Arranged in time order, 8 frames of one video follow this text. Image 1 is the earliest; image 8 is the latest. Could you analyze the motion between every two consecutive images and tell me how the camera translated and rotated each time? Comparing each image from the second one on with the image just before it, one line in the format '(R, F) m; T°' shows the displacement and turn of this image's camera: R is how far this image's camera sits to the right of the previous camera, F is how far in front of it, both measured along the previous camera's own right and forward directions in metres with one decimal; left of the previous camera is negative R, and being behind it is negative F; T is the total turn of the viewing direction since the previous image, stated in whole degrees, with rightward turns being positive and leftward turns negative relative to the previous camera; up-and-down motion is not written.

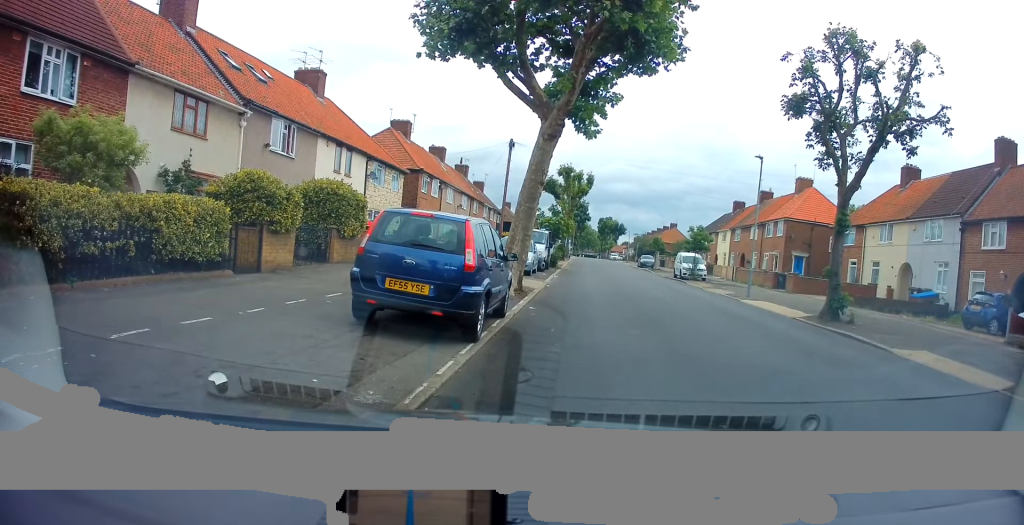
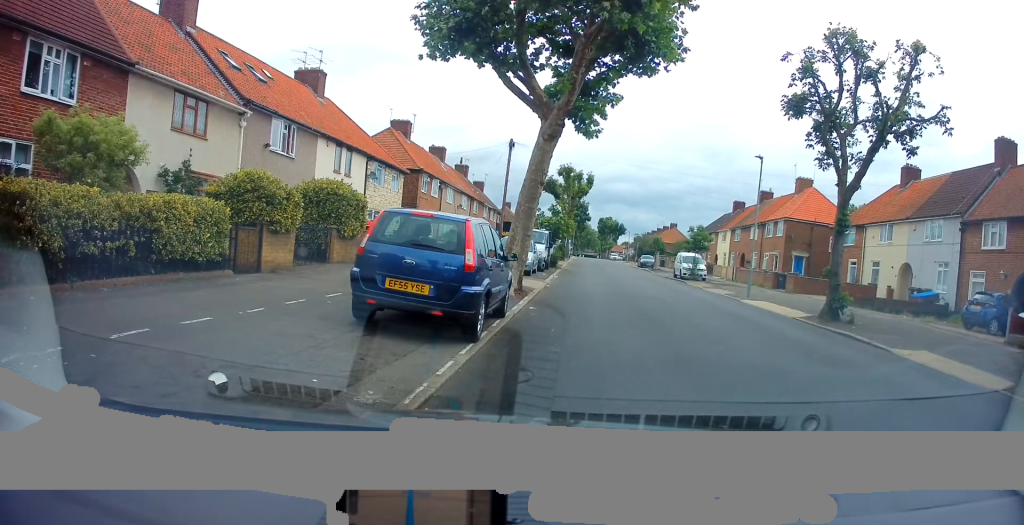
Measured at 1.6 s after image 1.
(0.0, 0.0) m; 0°
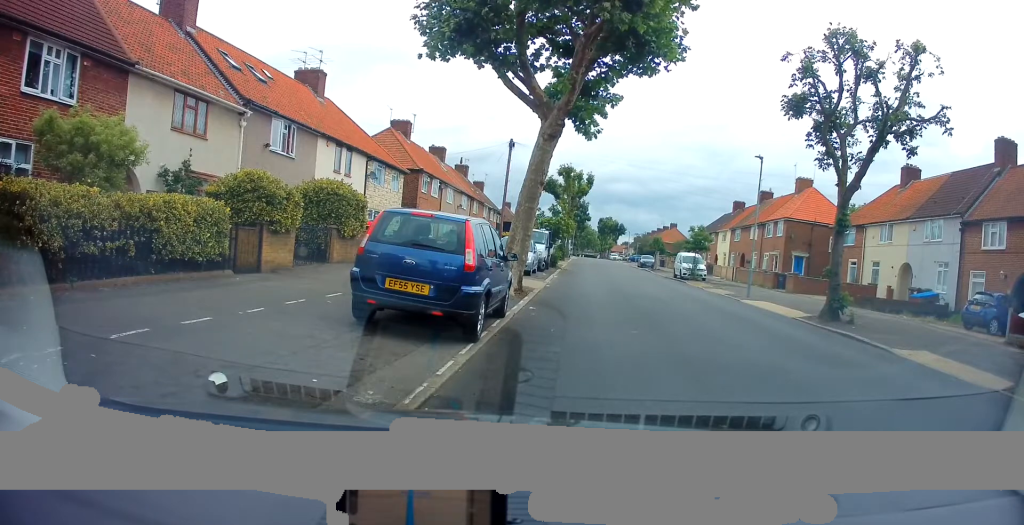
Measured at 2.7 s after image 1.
(0.0, 0.0) m; 0°
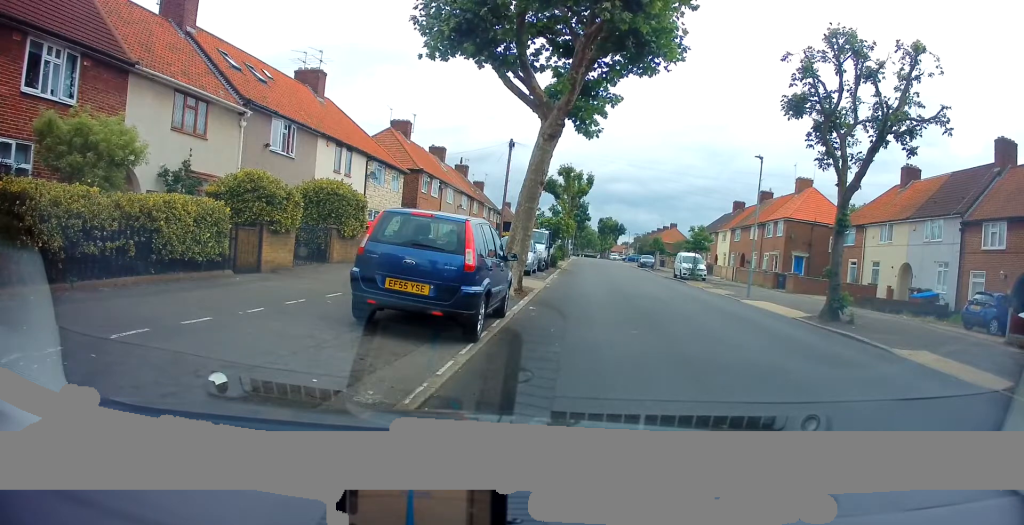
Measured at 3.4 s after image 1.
(0.0, 0.0) m; 0°
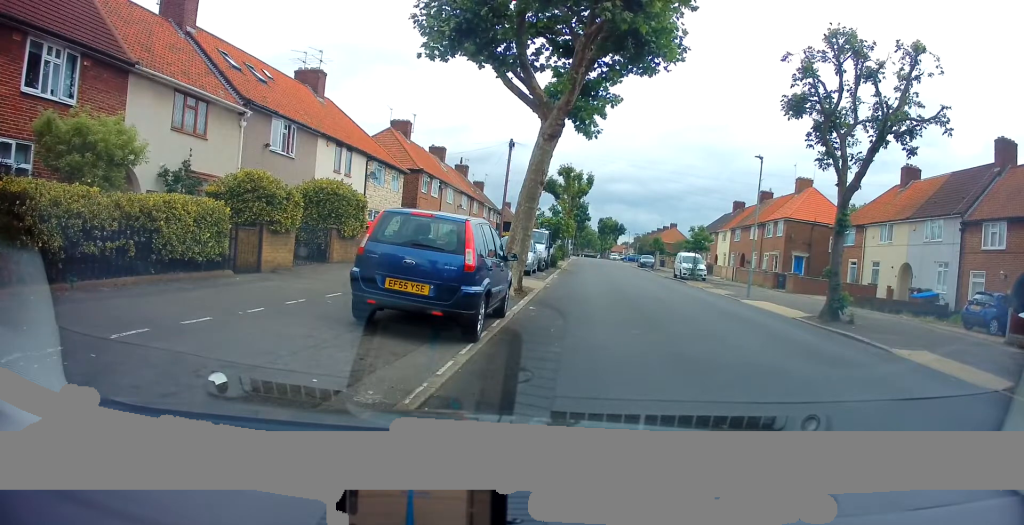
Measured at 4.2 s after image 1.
(0.0, 0.0) m; 0°
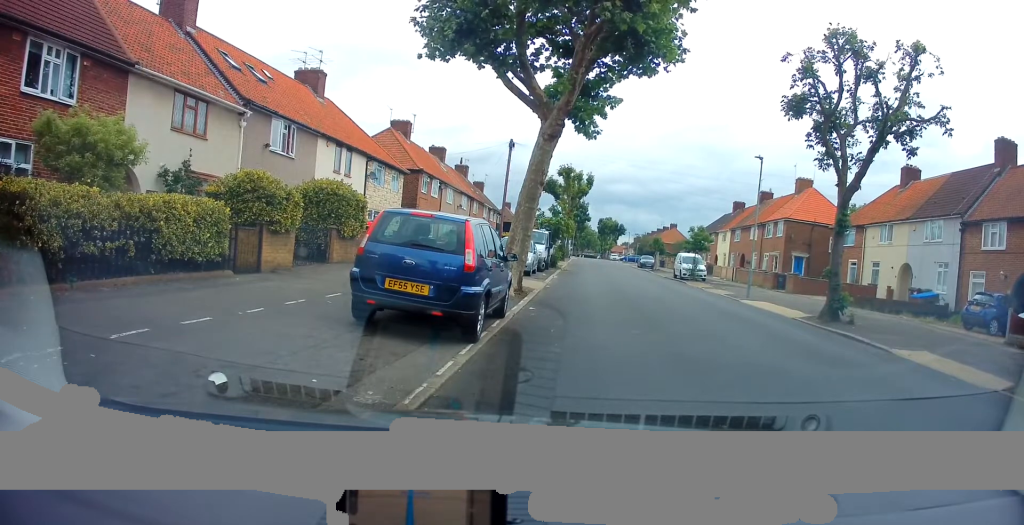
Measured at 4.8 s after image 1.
(0.0, 0.0) m; 0°
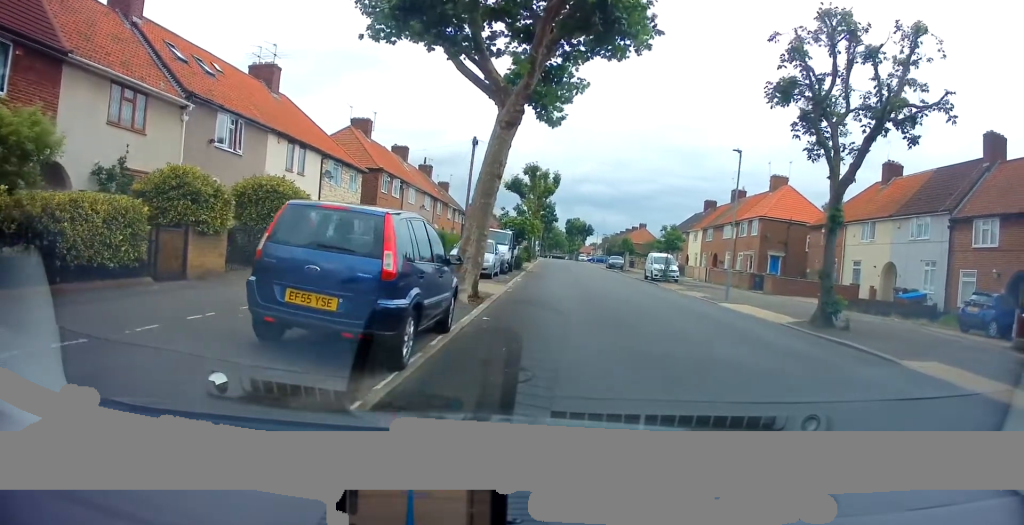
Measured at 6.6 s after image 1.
(-0.1, +1.5) m; 0°
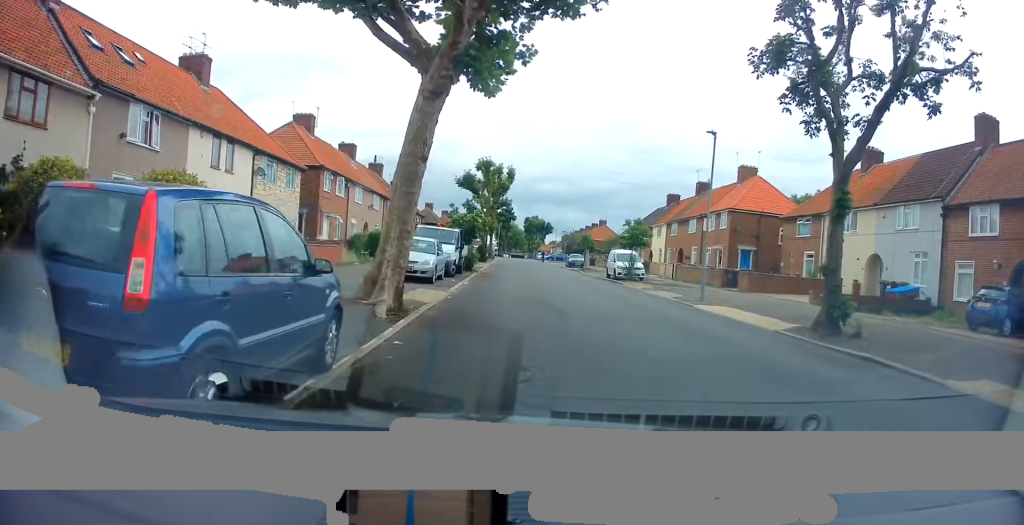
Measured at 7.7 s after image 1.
(+0.1, +2.6) m; +9°
